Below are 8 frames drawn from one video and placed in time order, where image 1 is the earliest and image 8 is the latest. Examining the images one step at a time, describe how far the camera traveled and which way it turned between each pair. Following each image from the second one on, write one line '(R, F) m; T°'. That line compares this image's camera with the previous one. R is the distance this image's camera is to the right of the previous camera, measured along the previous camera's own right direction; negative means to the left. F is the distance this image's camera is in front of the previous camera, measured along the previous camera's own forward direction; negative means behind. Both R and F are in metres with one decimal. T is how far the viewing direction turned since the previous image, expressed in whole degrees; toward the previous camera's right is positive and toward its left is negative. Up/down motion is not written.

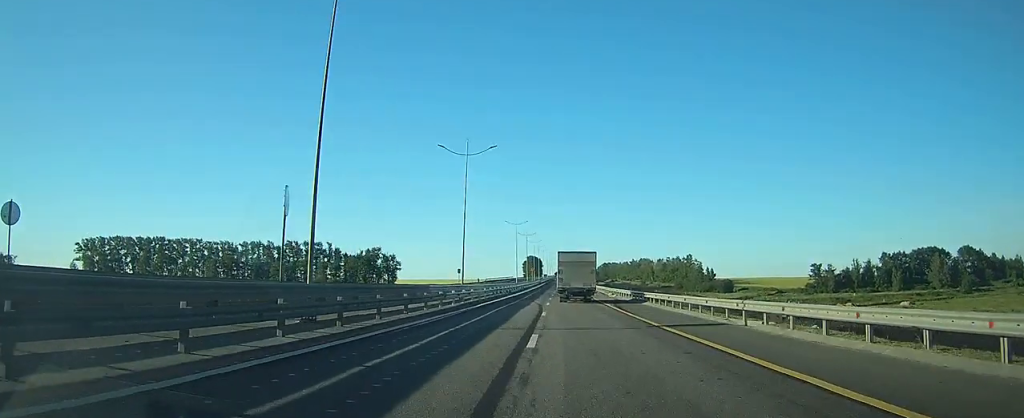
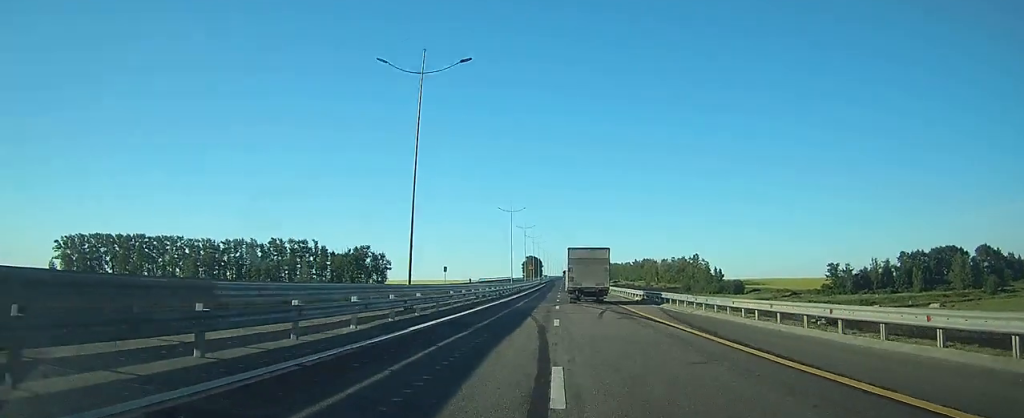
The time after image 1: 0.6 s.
(0.0, +17.9) m; 0°
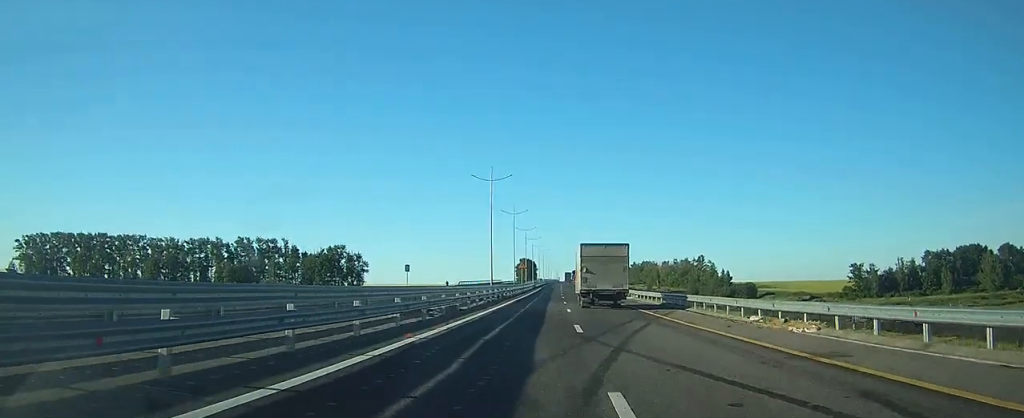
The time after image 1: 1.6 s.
(+0.1, +26.4) m; 0°
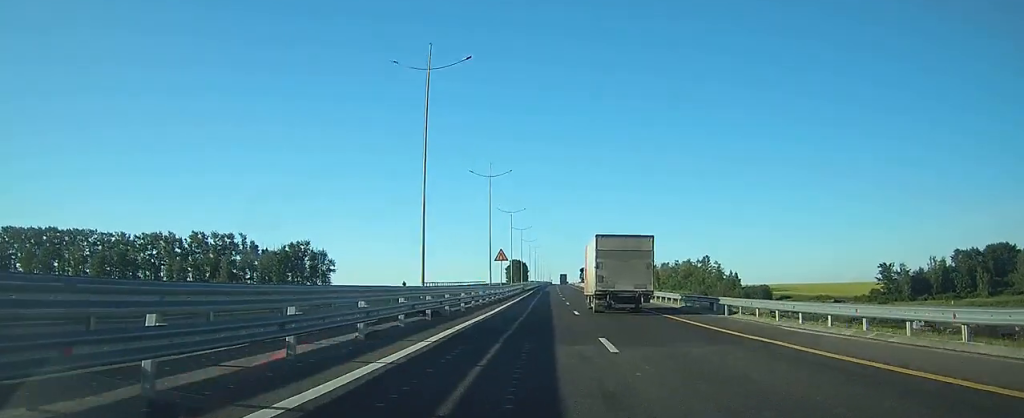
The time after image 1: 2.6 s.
(+0.1, +29.1) m; 0°
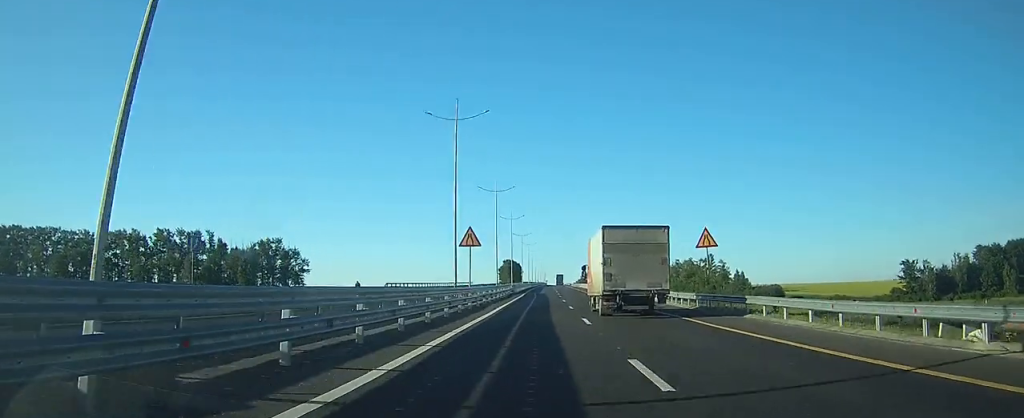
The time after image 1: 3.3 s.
(0.0, +18.6) m; 0°
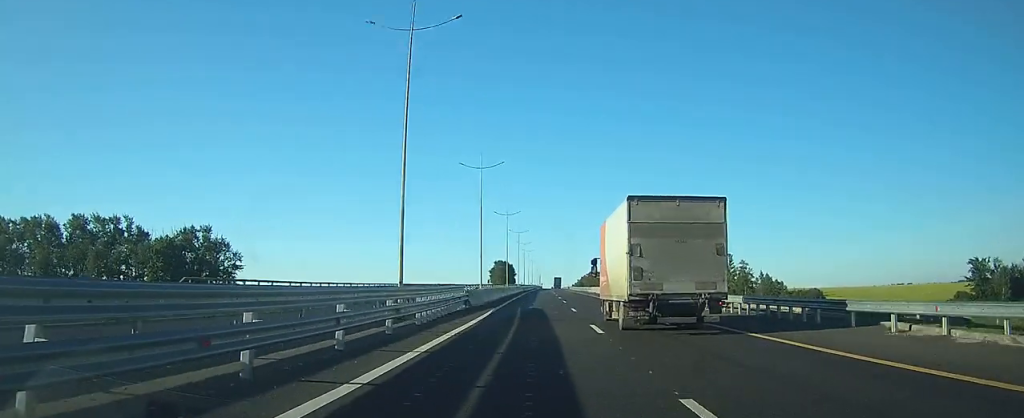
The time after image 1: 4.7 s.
(+0.3, +39.8) m; +1°
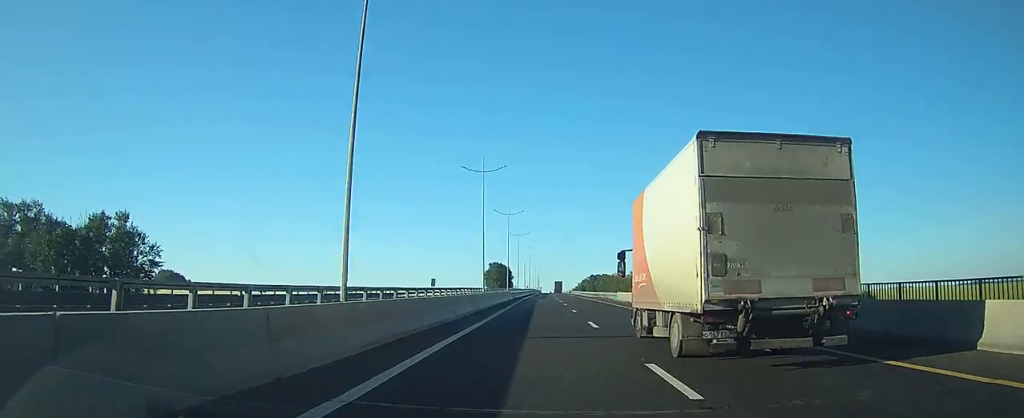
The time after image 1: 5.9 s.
(+0.1, +33.2) m; 0°
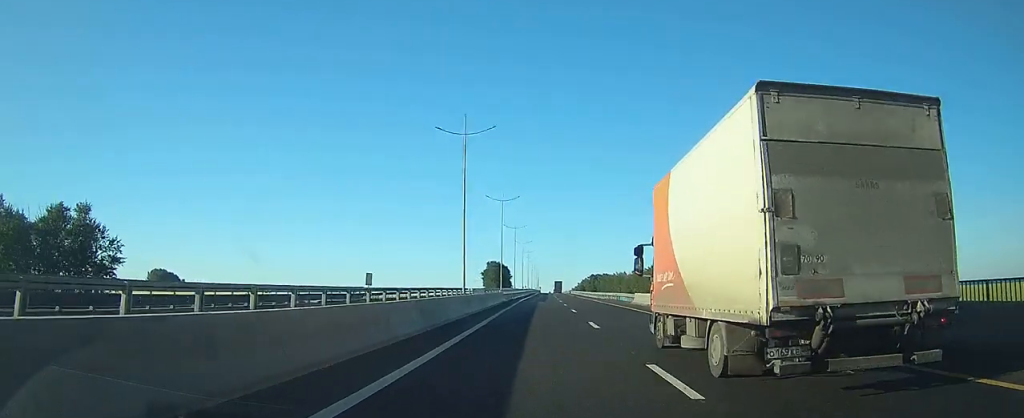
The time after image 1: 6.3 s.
(0.0, +12.0) m; 0°
